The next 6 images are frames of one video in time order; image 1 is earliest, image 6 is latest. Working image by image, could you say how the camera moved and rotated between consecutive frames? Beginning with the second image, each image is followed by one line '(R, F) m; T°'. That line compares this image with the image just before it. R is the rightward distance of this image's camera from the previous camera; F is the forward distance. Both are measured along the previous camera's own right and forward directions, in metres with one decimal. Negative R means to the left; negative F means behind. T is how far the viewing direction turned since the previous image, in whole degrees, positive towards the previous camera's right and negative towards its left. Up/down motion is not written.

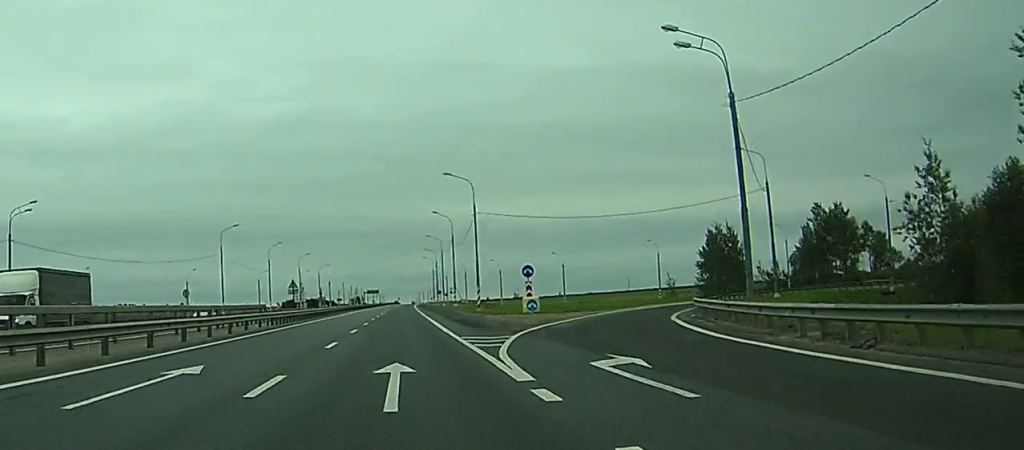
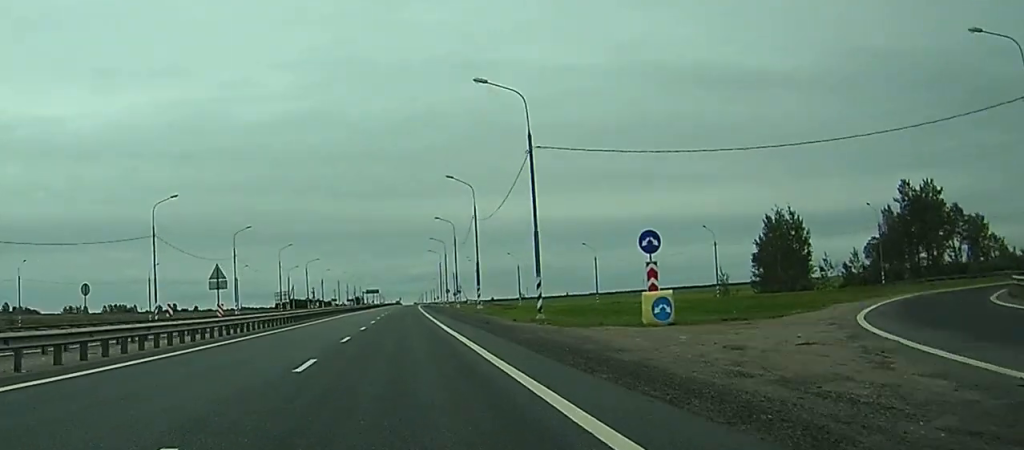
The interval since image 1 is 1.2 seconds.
(-0.2, +30.7) m; -1°
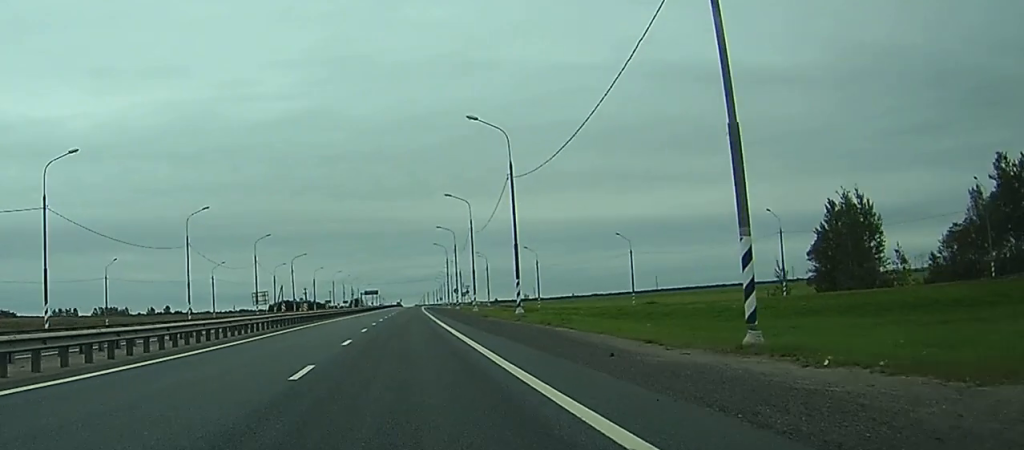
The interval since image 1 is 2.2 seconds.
(0.0, +24.8) m; 0°
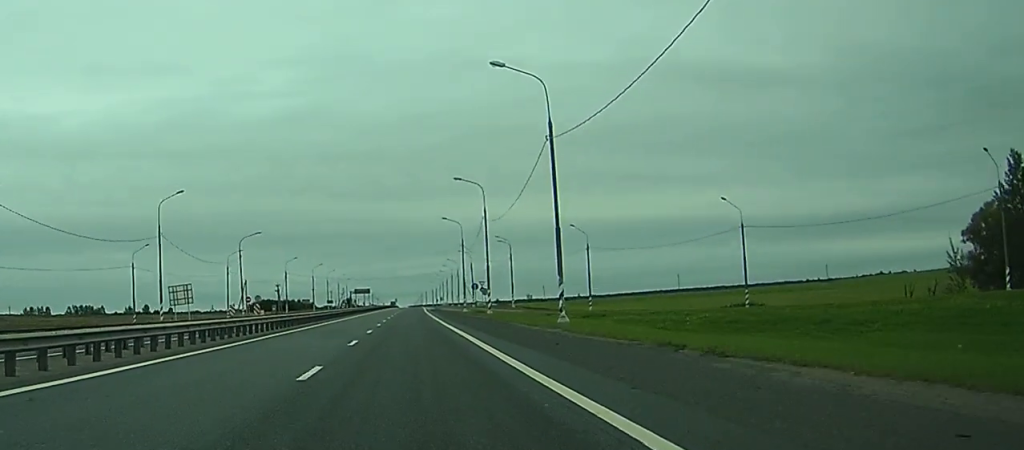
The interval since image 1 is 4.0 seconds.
(+0.2, +46.9) m; +1°
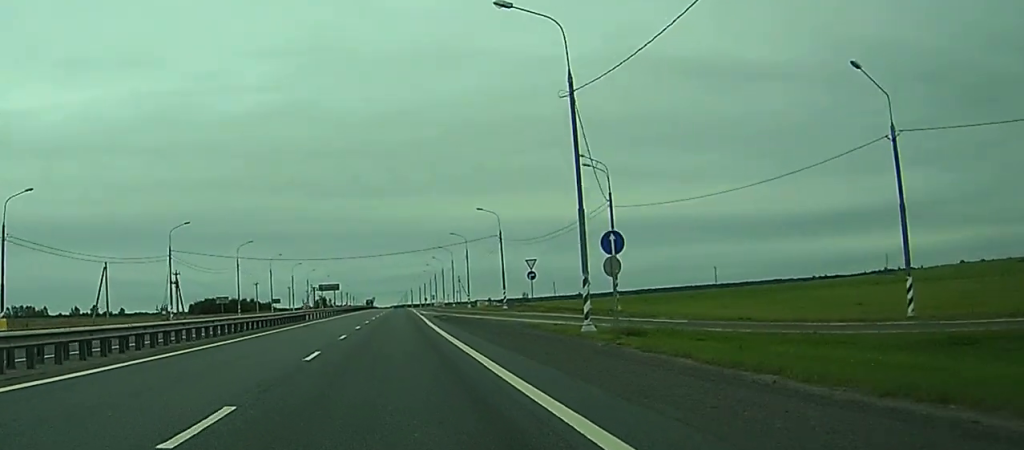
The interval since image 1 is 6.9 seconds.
(+0.5, +77.3) m; +1°
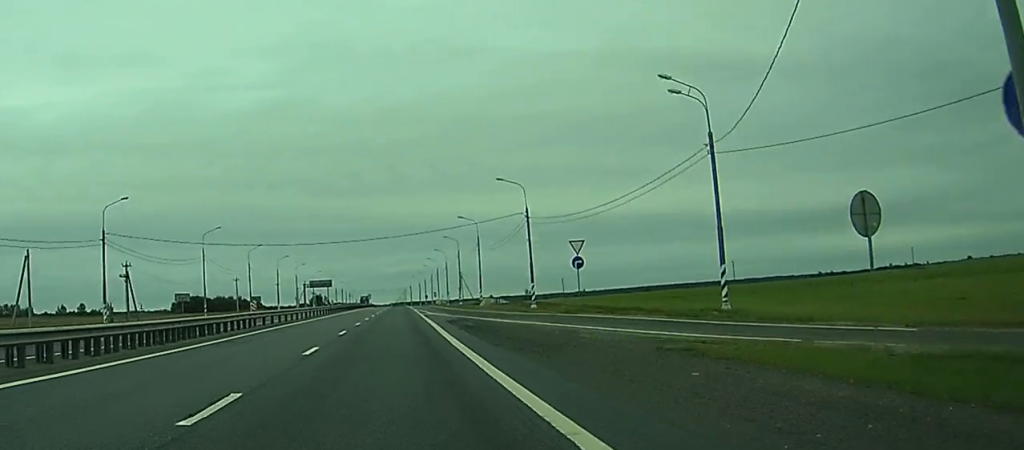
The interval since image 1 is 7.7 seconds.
(0.0, +22.5) m; 0°
